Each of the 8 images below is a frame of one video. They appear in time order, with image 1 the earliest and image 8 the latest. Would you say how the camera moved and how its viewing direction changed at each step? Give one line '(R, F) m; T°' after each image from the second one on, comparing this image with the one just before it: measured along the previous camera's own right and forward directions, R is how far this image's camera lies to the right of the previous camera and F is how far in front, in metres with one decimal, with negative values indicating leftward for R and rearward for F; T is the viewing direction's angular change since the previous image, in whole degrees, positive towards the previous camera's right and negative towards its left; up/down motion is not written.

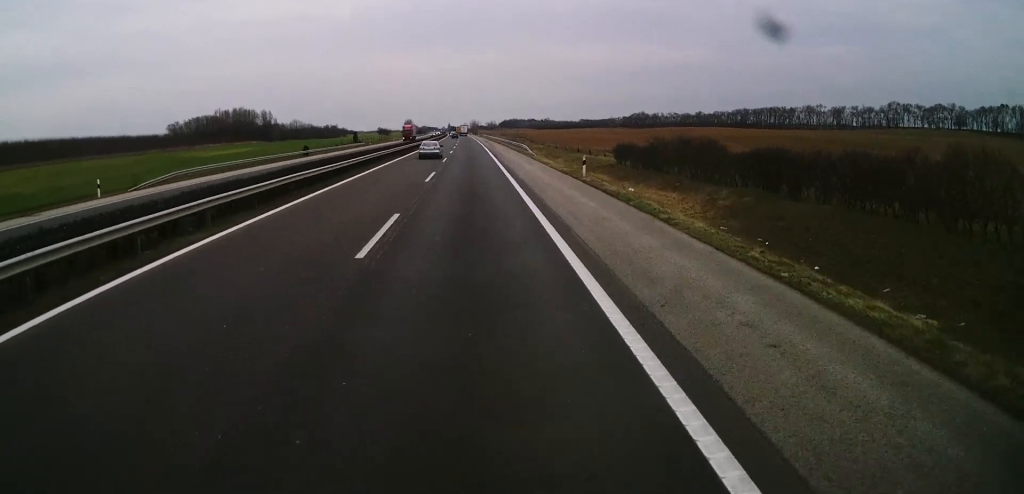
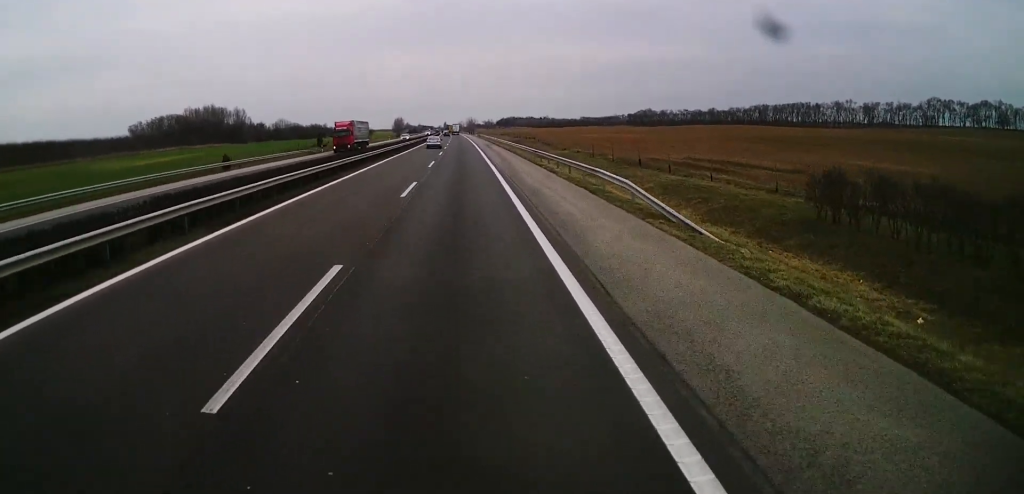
(+0.4, +40.8) m; 0°
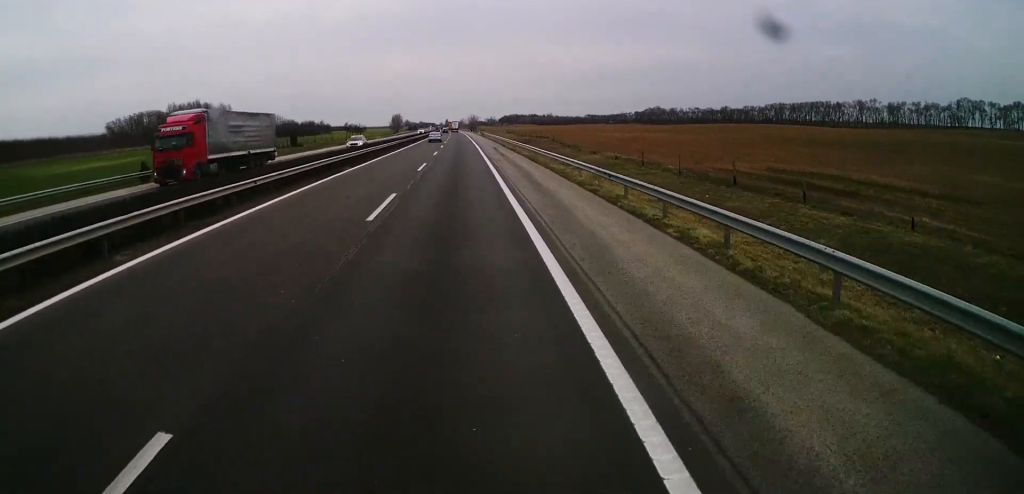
(-0.3, +23.9) m; -1°
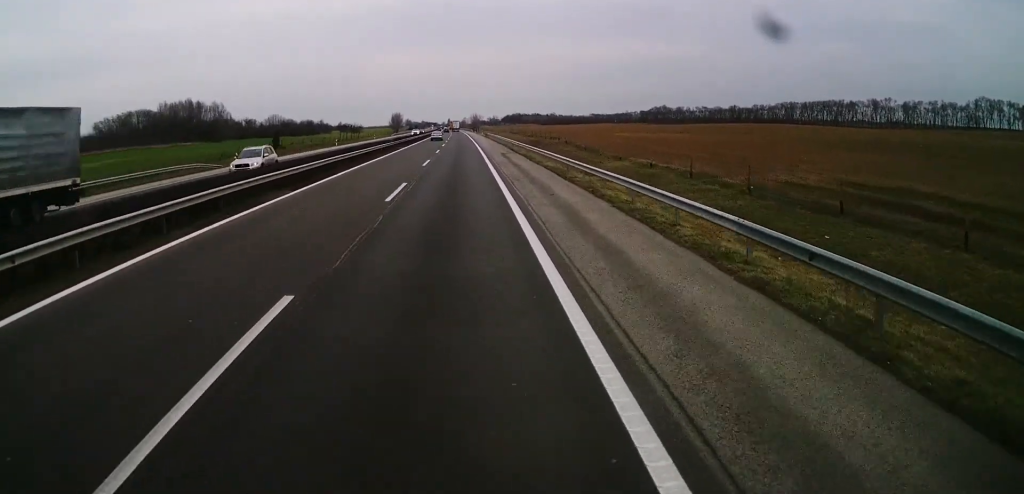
(0.0, +13.1) m; 0°
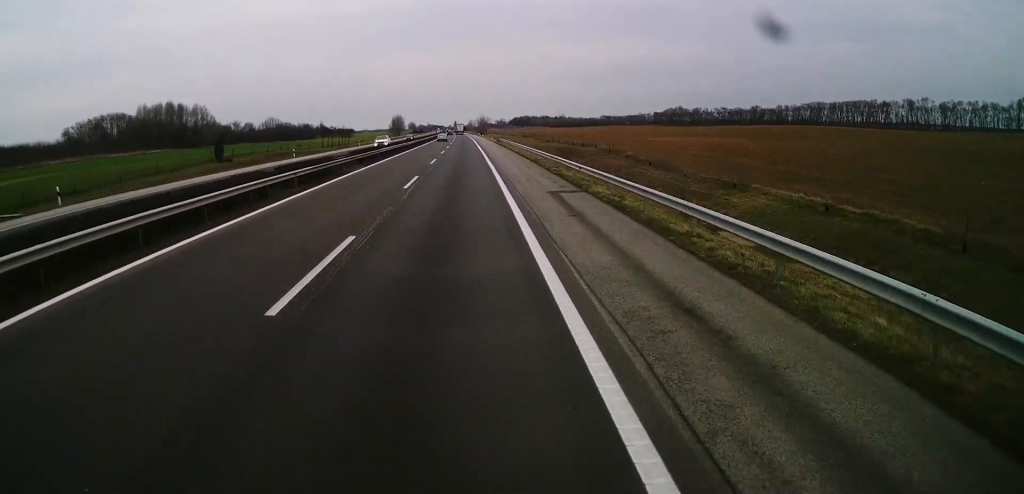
(+0.3, +29.2) m; +1°
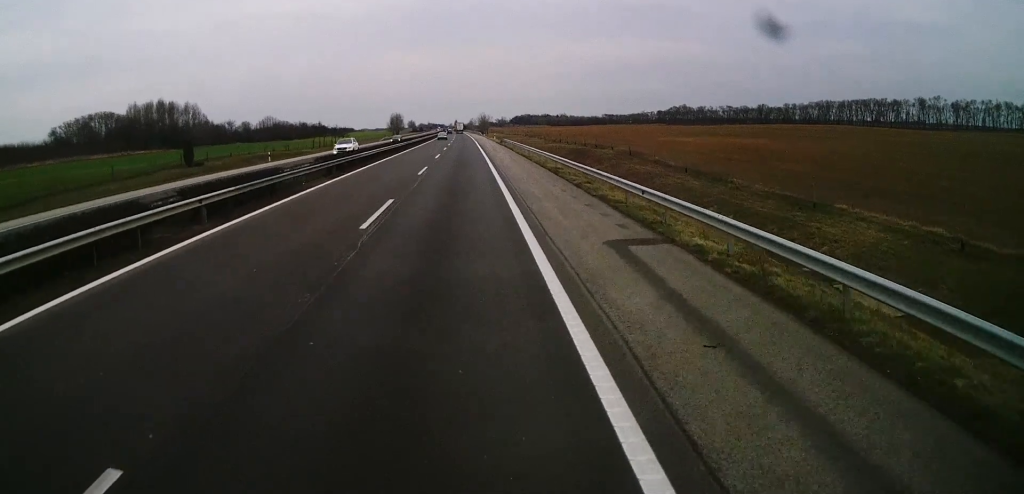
(0.0, +10.0) m; 0°
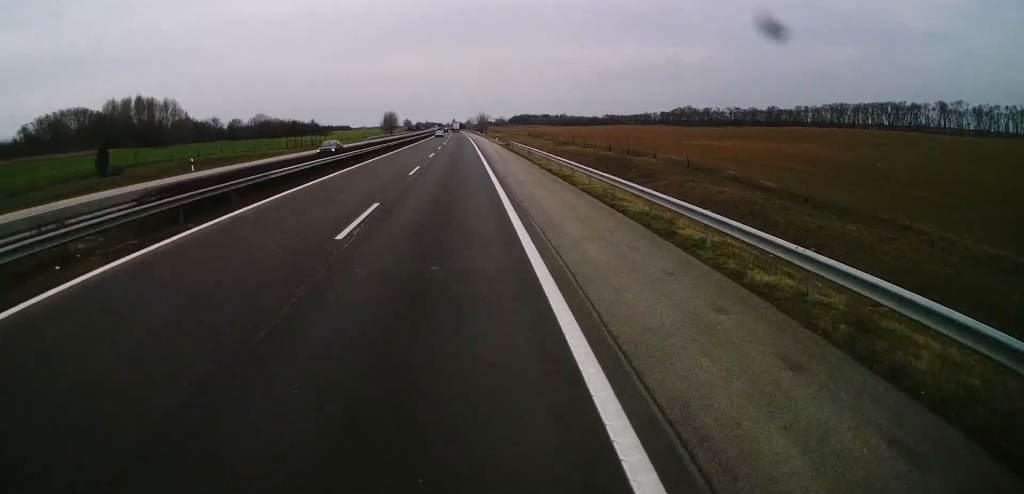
(-0.1, +19.2) m; -1°
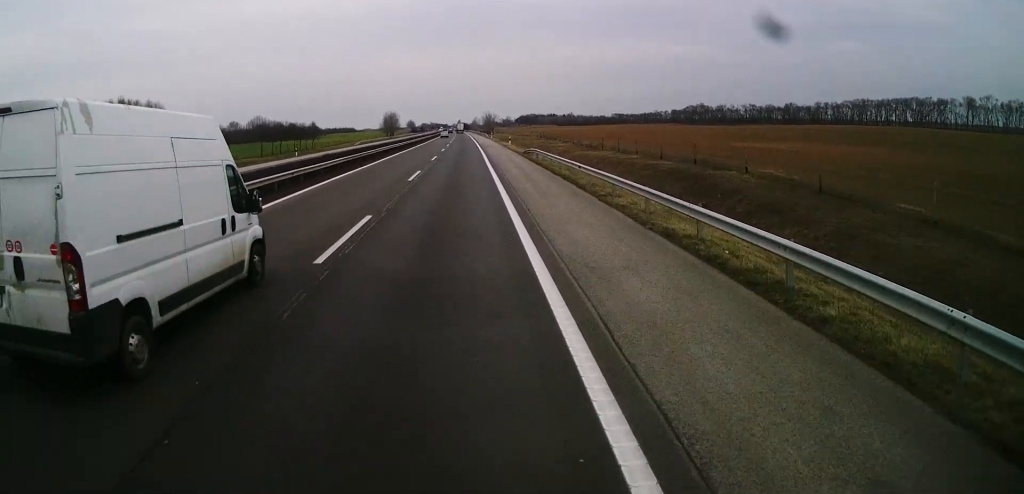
(-0.2, +19.2) m; -1°
